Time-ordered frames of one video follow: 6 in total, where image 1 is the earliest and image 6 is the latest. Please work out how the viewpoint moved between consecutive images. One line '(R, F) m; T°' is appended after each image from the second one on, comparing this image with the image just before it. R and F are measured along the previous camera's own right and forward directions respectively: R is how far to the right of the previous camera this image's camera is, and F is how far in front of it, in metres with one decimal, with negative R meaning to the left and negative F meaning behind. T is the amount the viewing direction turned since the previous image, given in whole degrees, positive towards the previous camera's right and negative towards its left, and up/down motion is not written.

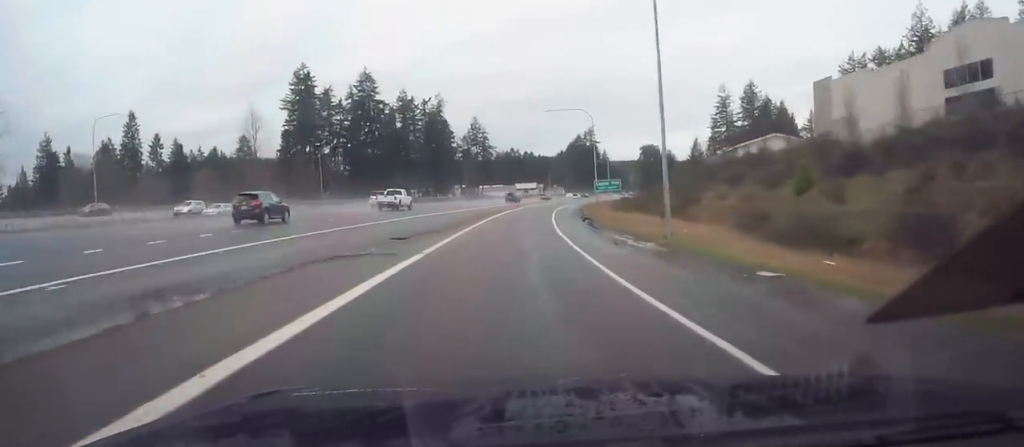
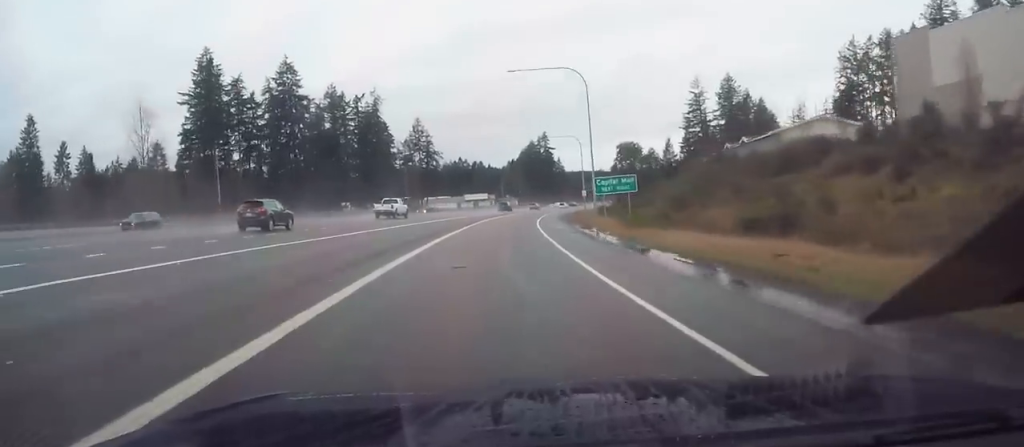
(+1.4, +28.4) m; +6°
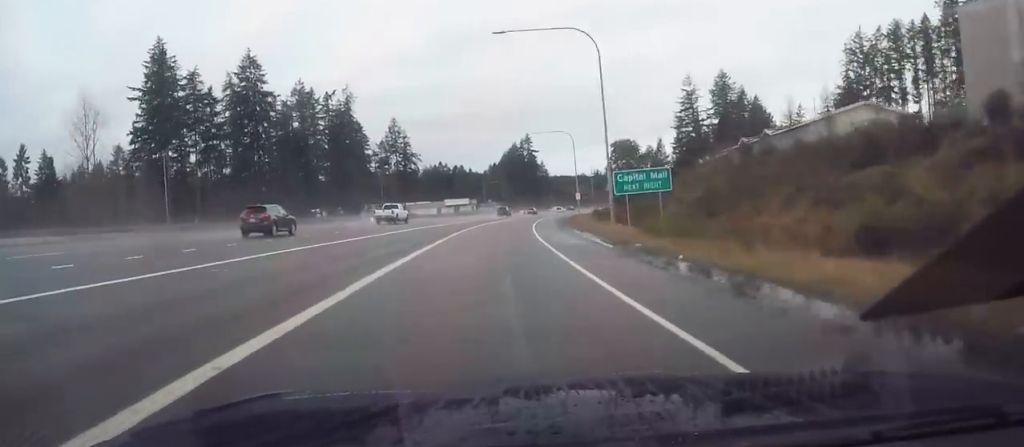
(+0.6, +12.3) m; +2°
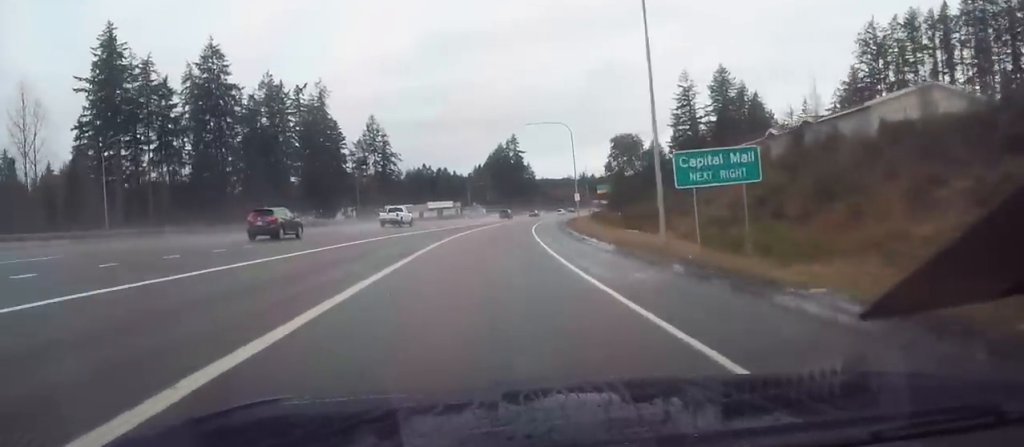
(+0.2, +12.8) m; +1°
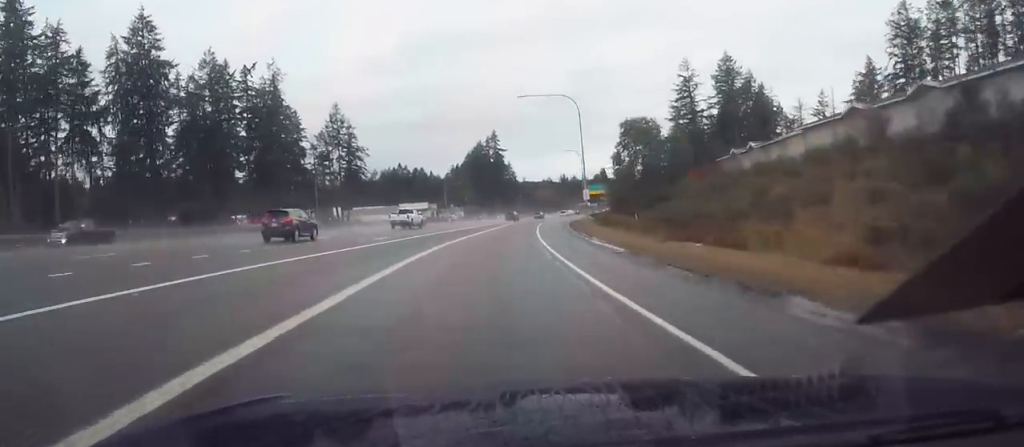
(-0.1, +21.2) m; +1°
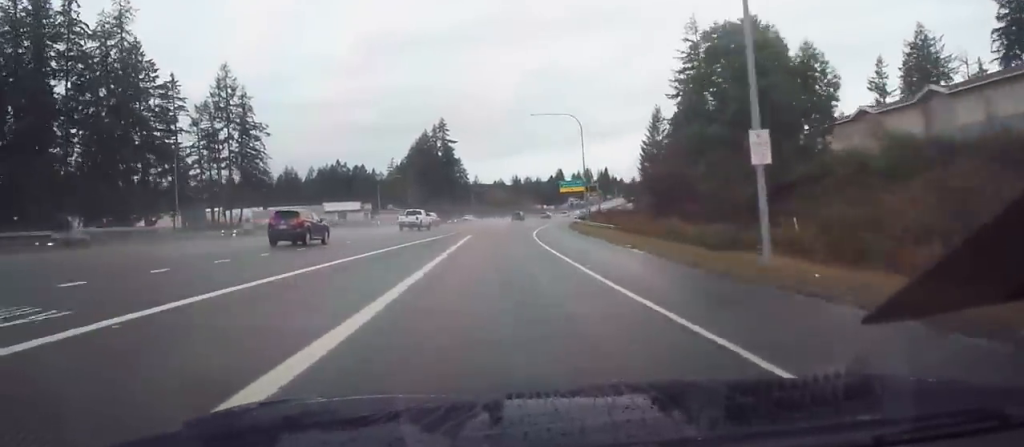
(+2.5, +45.9) m; +6°
